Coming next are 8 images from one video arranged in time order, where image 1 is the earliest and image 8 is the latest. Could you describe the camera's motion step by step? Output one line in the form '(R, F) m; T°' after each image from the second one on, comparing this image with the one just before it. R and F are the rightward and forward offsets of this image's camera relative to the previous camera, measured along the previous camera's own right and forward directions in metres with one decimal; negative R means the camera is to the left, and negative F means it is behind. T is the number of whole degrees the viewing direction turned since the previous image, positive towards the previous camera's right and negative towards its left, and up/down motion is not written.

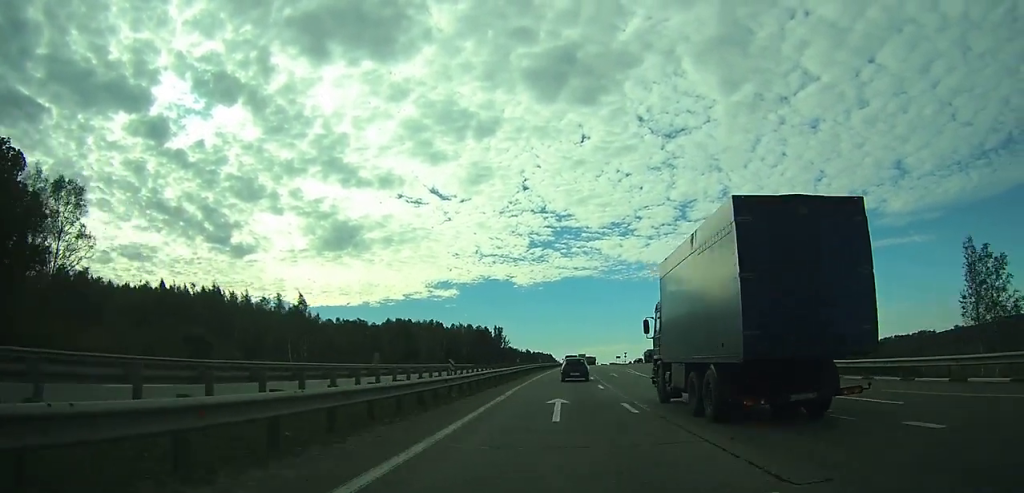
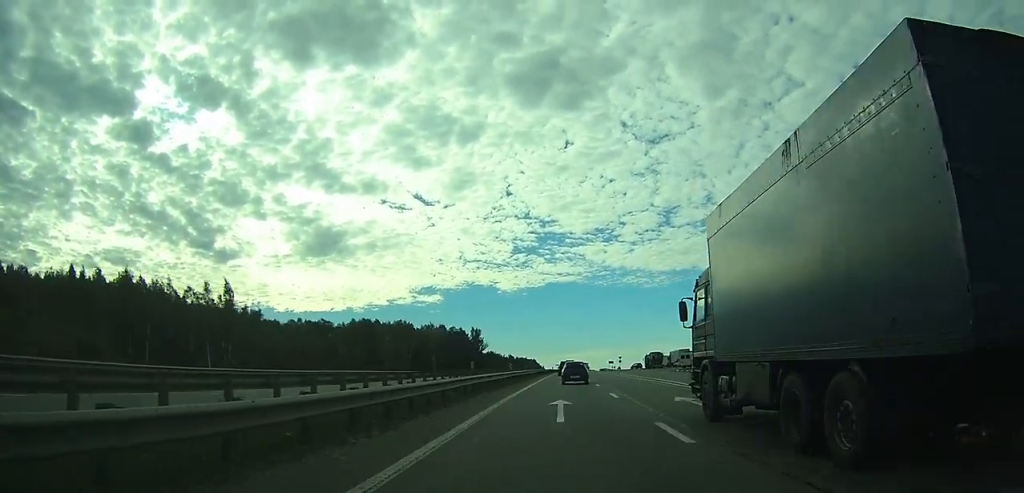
(+0.5, +29.2) m; +1°
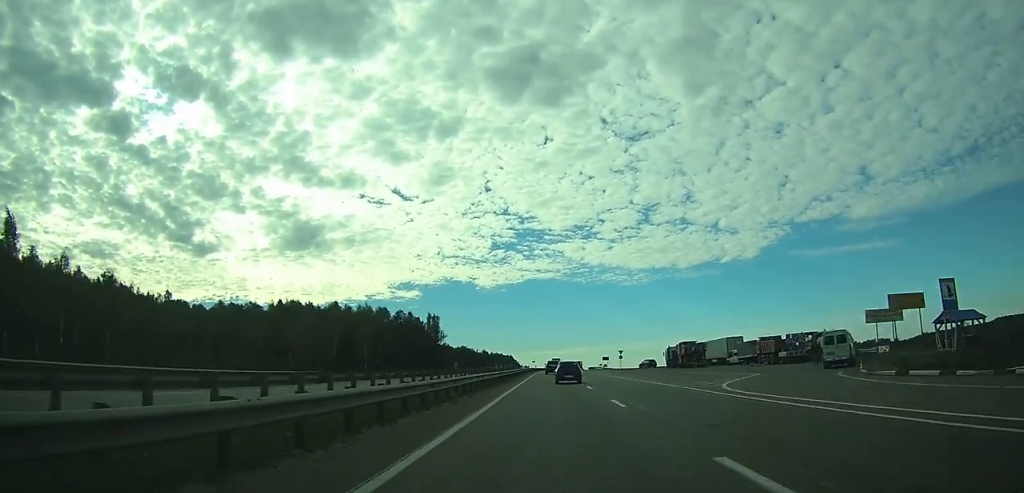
(+1.1, +52.0) m; +2°
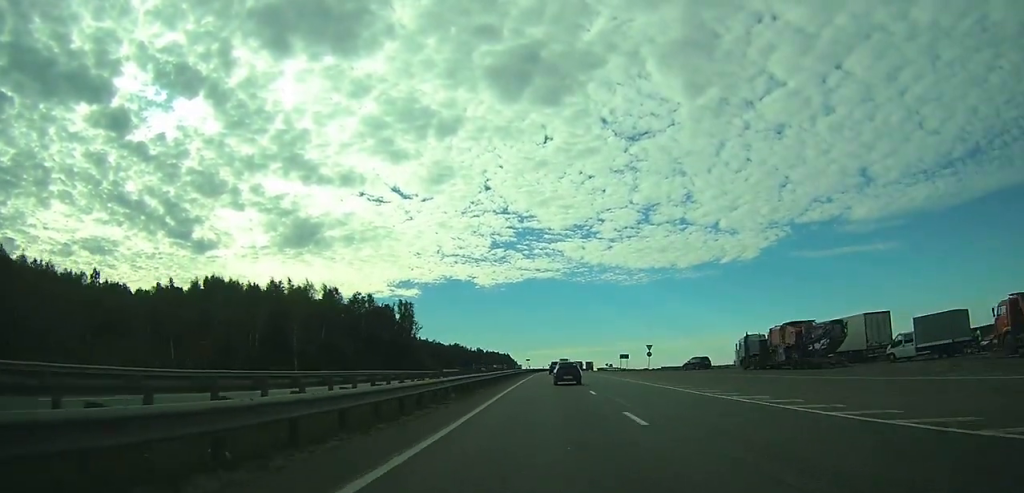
(+0.3, +40.2) m; +1°
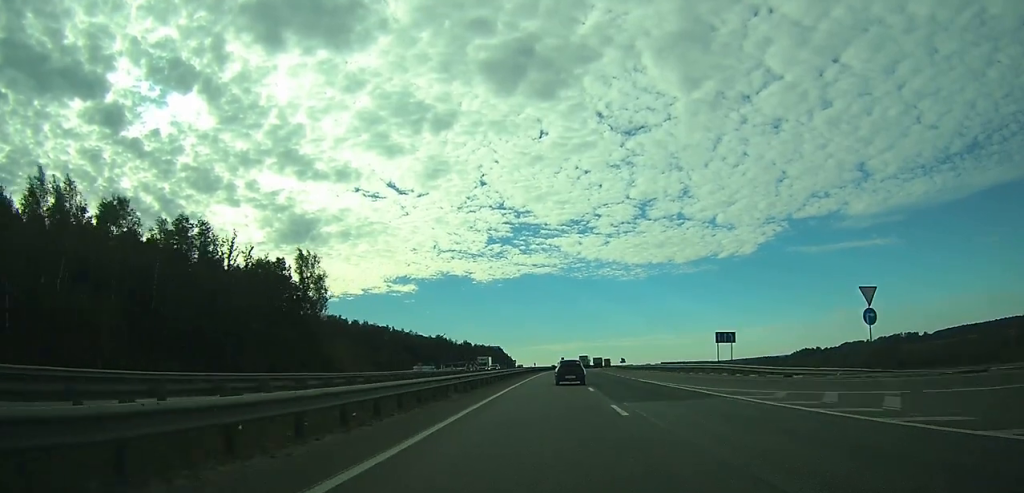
(+0.7, +70.0) m; +1°
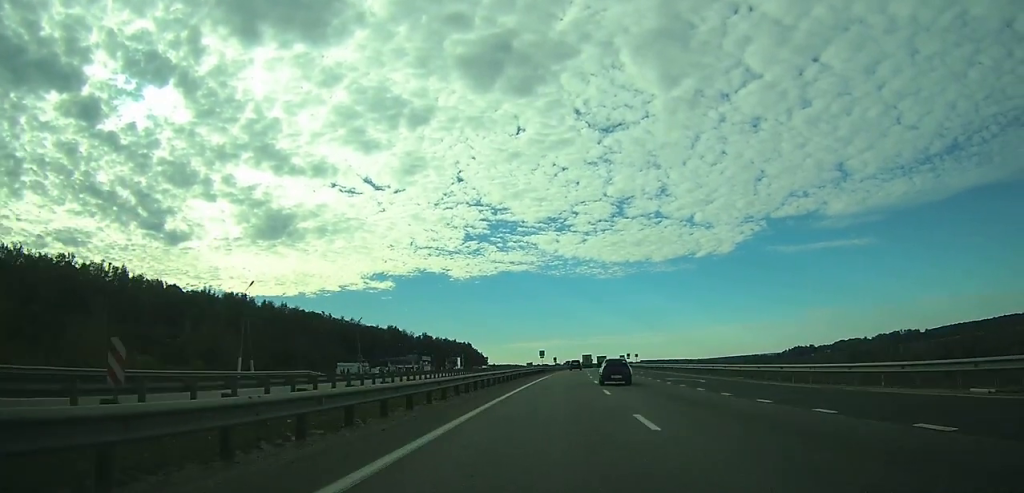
(+0.8, +76.0) m; +2°
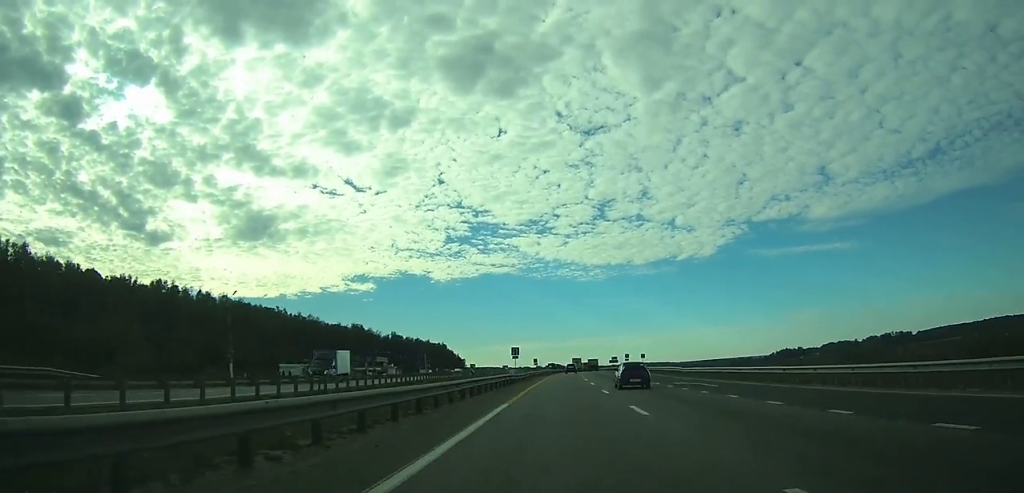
(0.0, +32.6) m; +1°
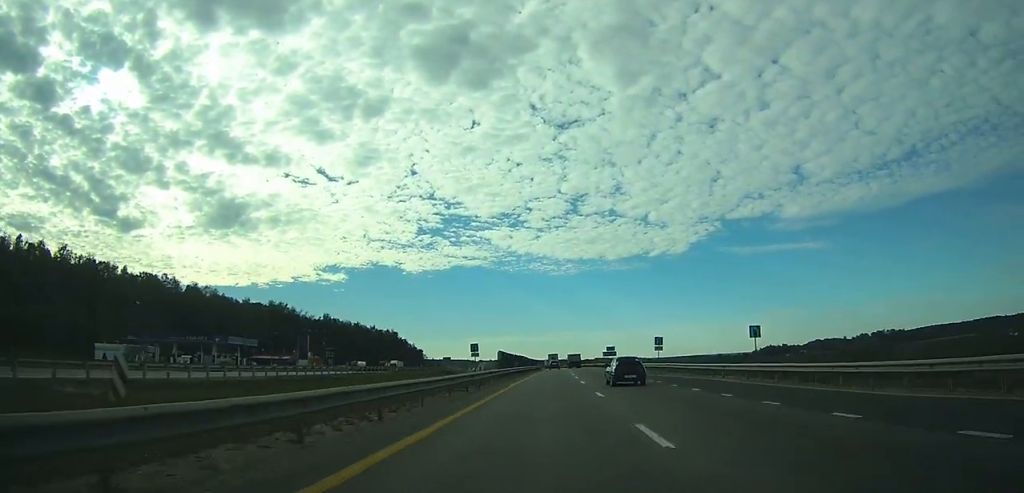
(+1.8, +65.2) m; +3°
